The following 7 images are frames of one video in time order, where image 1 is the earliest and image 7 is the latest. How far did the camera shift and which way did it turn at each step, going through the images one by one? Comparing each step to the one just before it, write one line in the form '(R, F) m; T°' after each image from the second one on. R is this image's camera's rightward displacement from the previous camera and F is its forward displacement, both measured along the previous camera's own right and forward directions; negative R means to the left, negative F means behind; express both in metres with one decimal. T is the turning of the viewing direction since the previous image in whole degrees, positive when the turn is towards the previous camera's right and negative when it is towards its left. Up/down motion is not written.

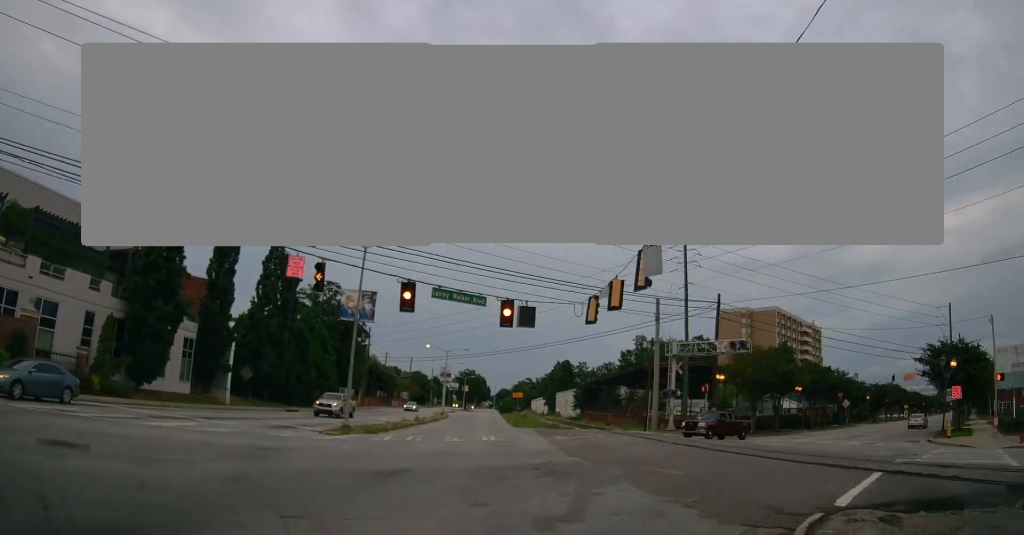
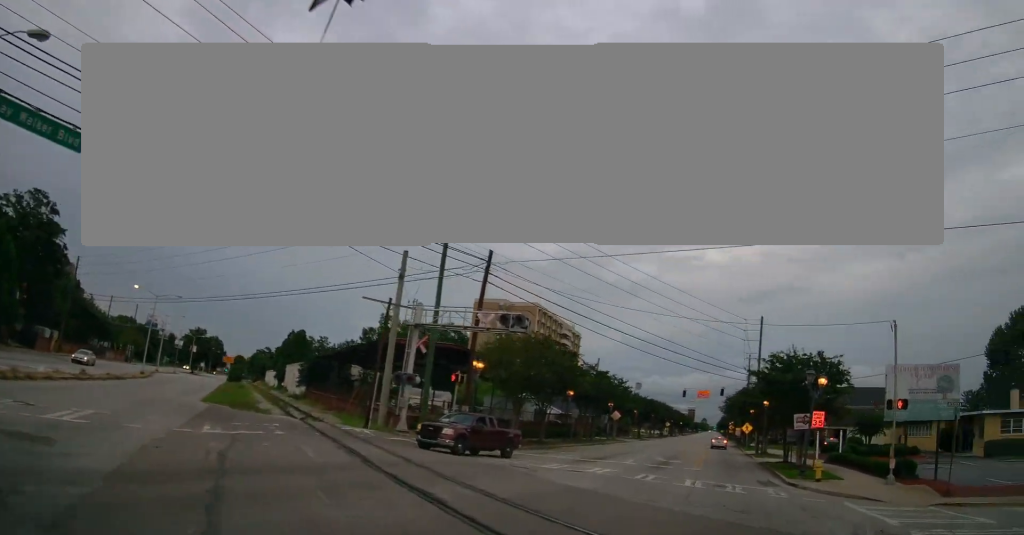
(+2.0, +13.3) m; +23°
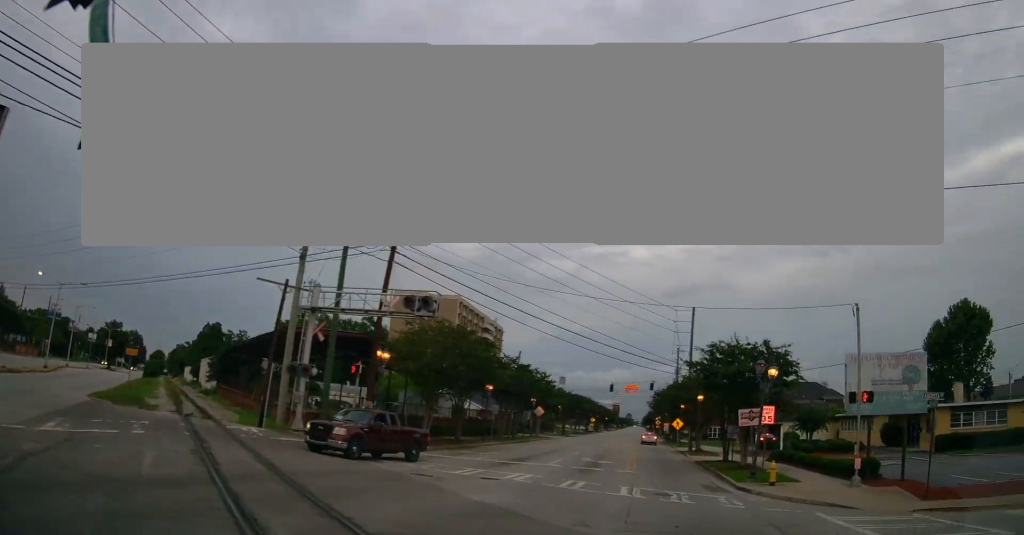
(+0.5, +3.4) m; +6°
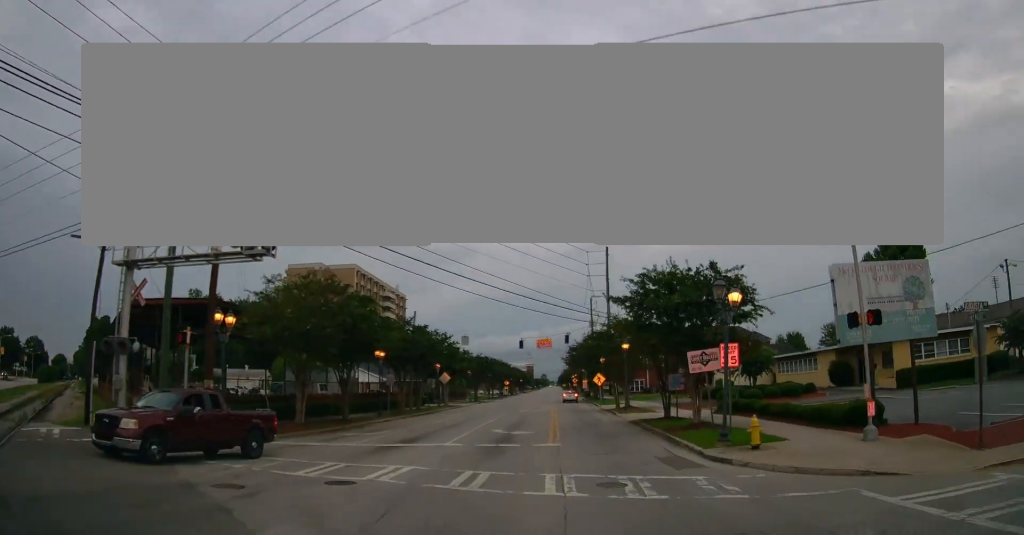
(+0.6, +6.2) m; +8°
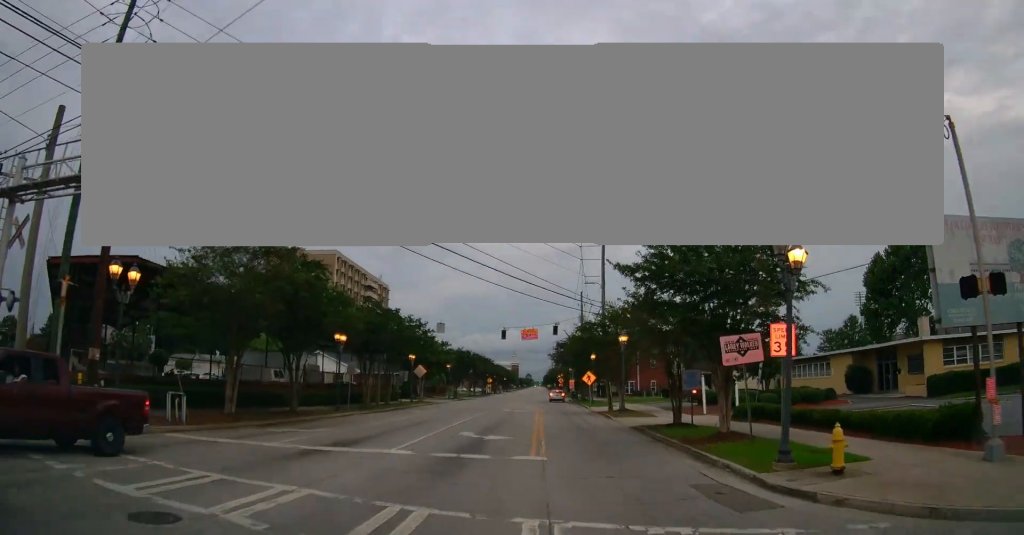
(+0.2, +4.6) m; +3°
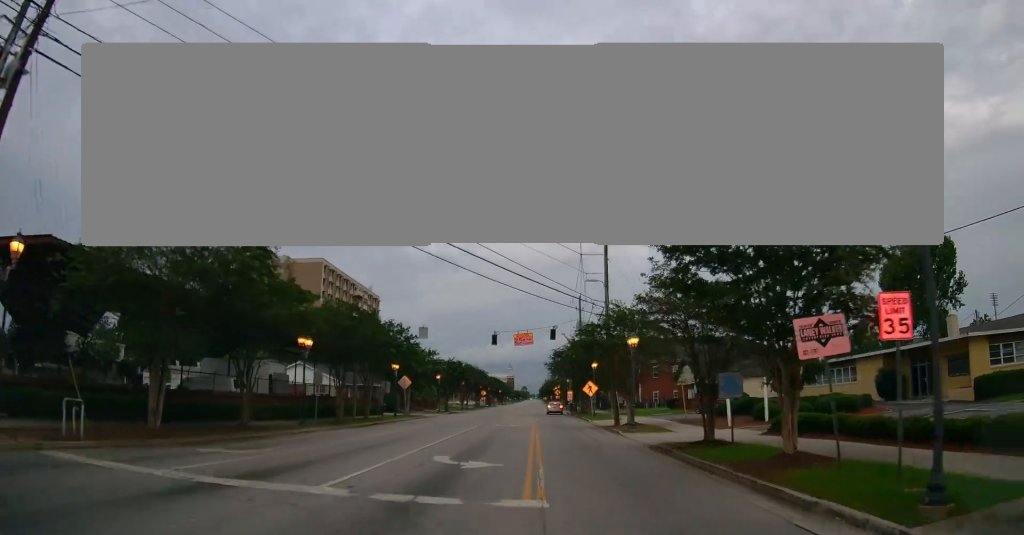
(+0.1, +4.4) m; +1°
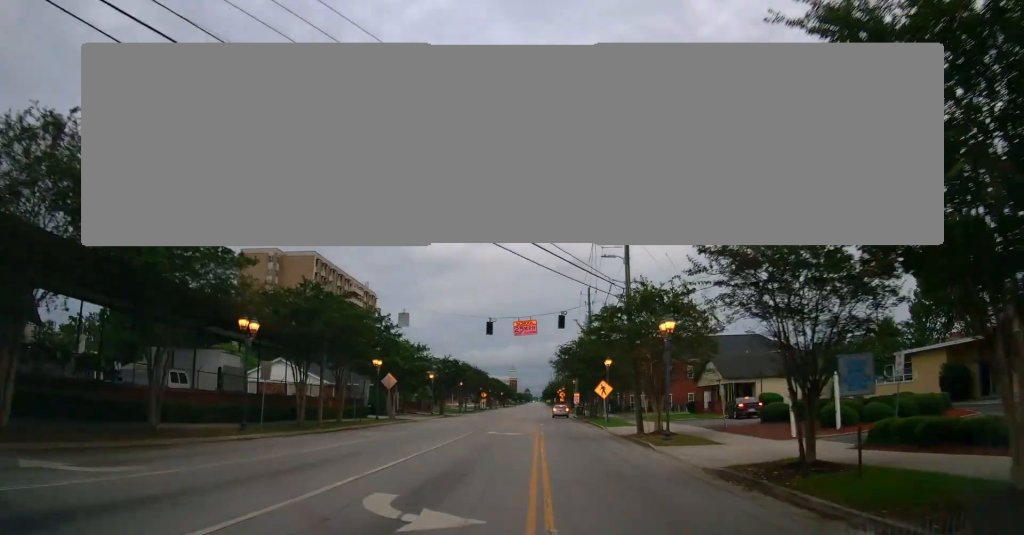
(+0.1, +6.0) m; +1°
